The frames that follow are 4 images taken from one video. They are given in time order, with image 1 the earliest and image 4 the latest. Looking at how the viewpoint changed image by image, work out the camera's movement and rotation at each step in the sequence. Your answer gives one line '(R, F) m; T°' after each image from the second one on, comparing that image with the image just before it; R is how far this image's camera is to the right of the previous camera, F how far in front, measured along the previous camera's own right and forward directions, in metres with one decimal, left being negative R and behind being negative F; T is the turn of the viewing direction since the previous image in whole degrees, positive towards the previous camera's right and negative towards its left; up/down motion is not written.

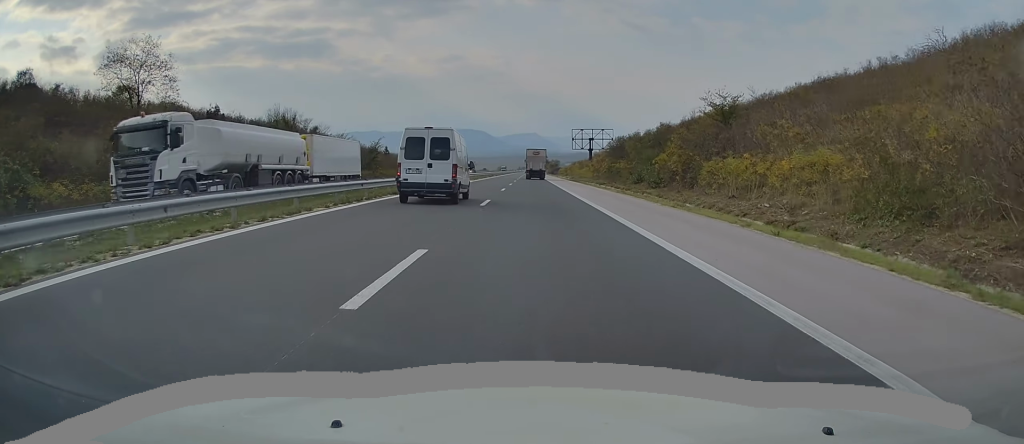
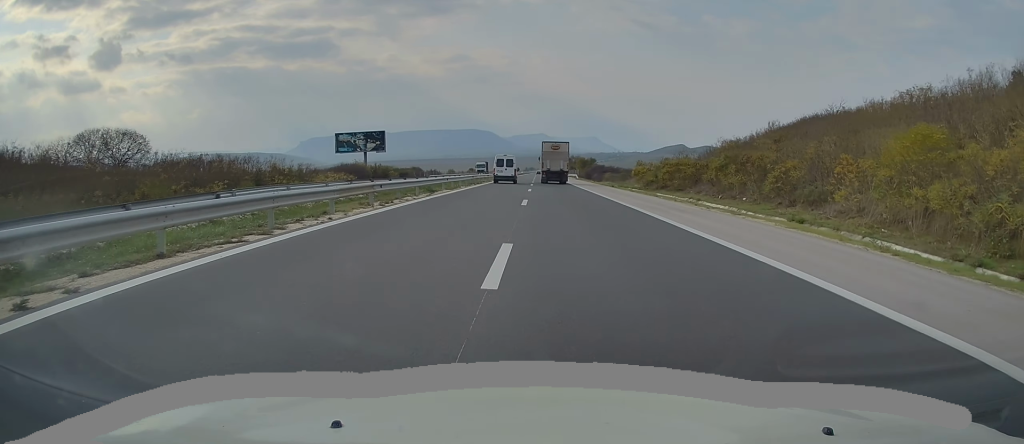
(-0.4, +124.5) m; 0°
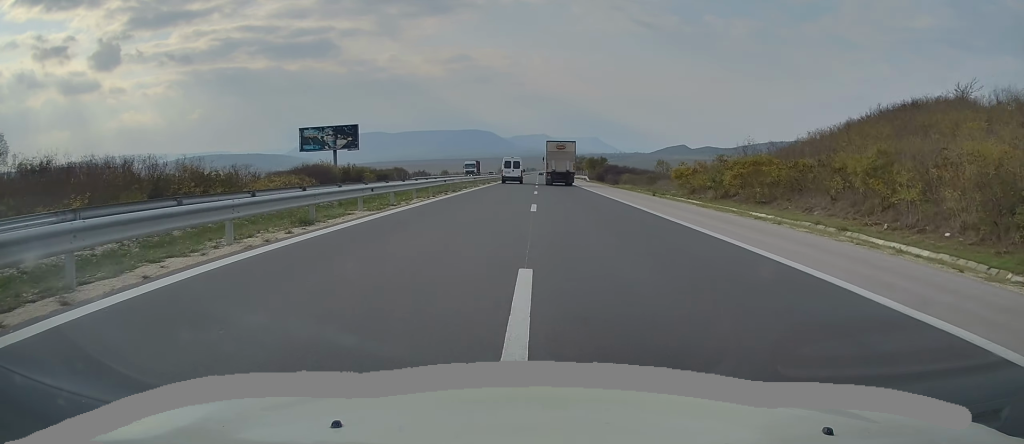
(-0.2, +18.4) m; 0°
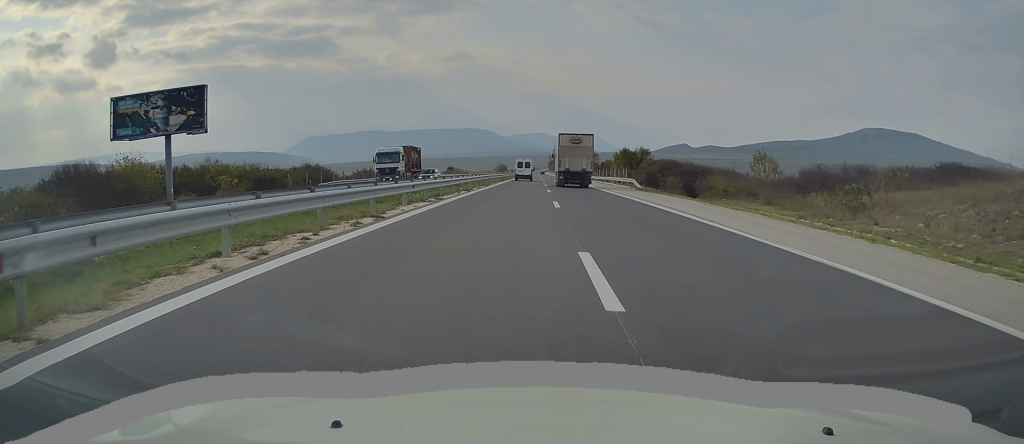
(-0.4, +45.3) m; 0°
